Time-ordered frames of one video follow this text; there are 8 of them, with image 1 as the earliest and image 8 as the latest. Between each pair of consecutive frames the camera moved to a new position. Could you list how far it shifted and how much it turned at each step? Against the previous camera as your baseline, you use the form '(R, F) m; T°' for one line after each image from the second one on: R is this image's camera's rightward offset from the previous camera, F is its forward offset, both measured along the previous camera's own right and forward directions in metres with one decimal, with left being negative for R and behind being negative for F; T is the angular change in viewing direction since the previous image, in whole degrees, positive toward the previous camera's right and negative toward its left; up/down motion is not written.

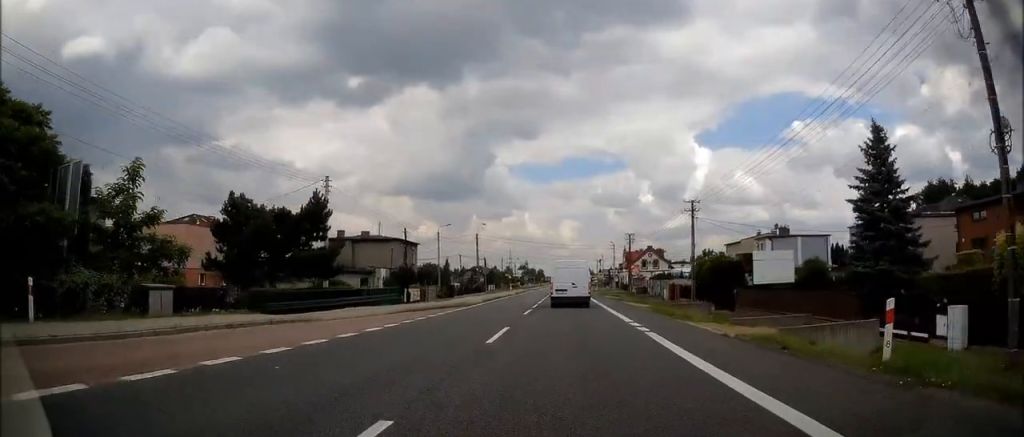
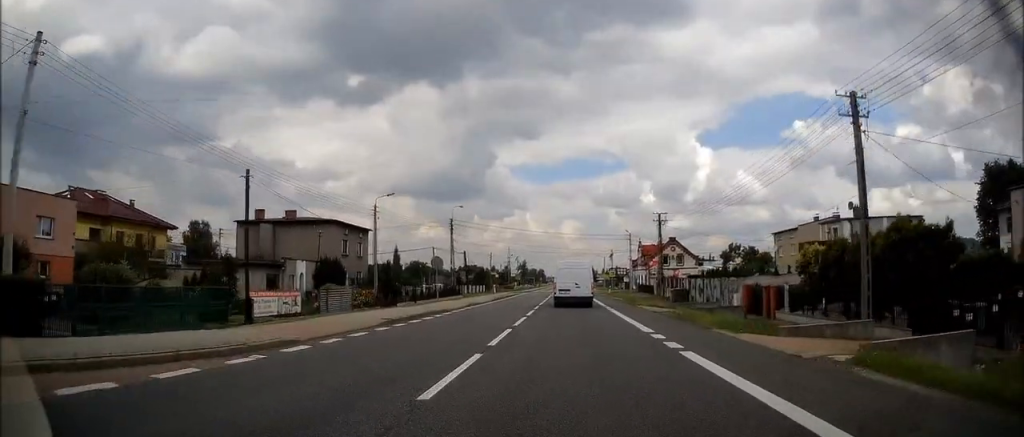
(+0.1, +24.6) m; -1°
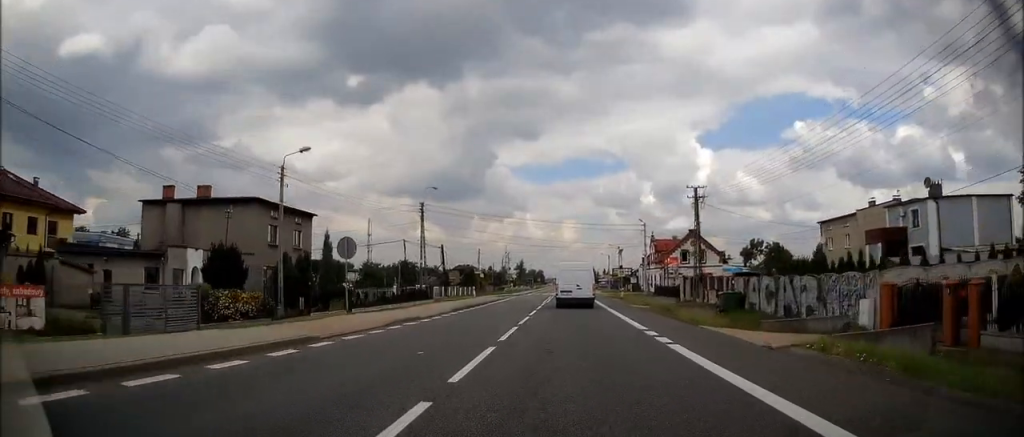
(-0.3, +16.1) m; -1°
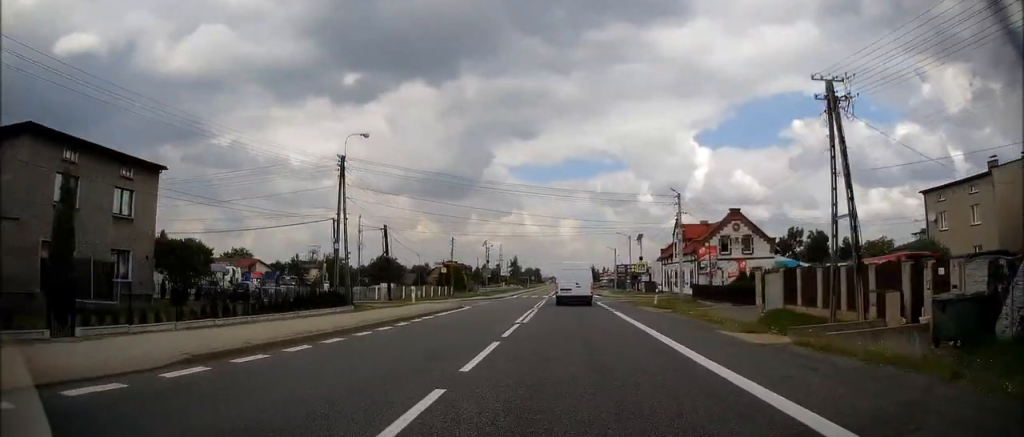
(+0.3, +22.3) m; +1°
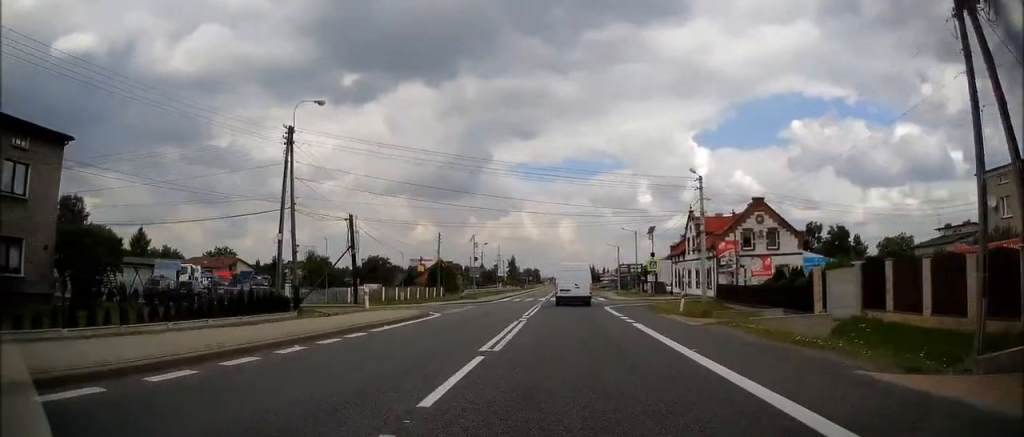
(0.0, +8.0) m; 0°
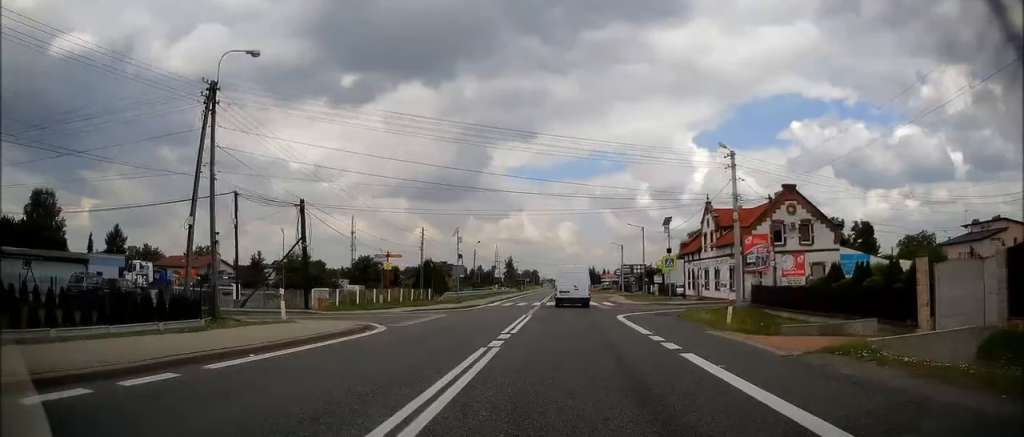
(0.0, +8.0) m; 0°
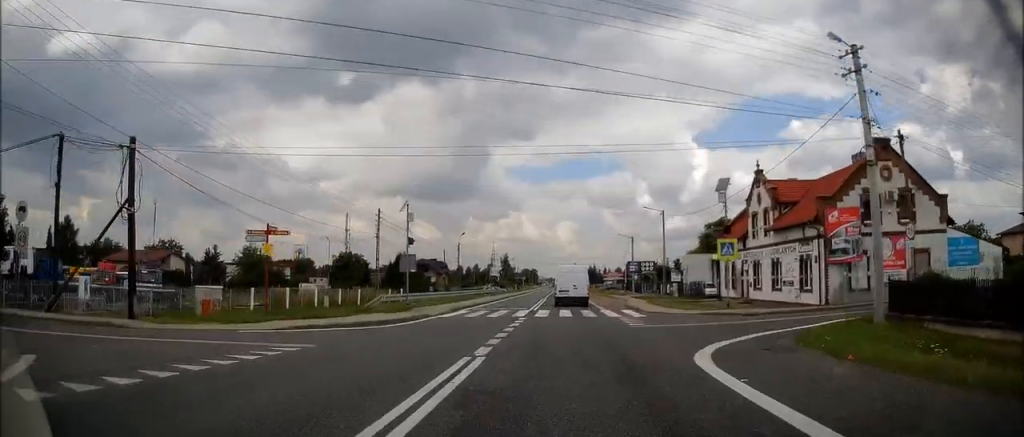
(0.0, +15.0) m; 0°
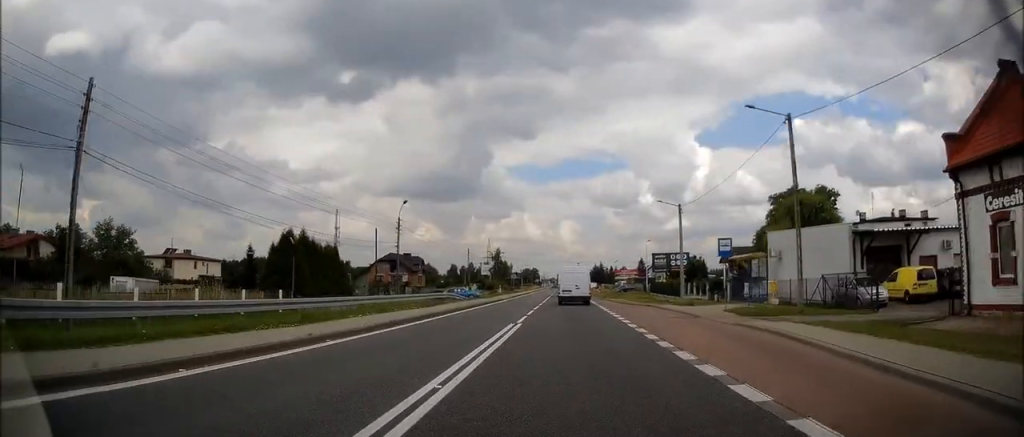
(+0.2, +32.9) m; 0°
